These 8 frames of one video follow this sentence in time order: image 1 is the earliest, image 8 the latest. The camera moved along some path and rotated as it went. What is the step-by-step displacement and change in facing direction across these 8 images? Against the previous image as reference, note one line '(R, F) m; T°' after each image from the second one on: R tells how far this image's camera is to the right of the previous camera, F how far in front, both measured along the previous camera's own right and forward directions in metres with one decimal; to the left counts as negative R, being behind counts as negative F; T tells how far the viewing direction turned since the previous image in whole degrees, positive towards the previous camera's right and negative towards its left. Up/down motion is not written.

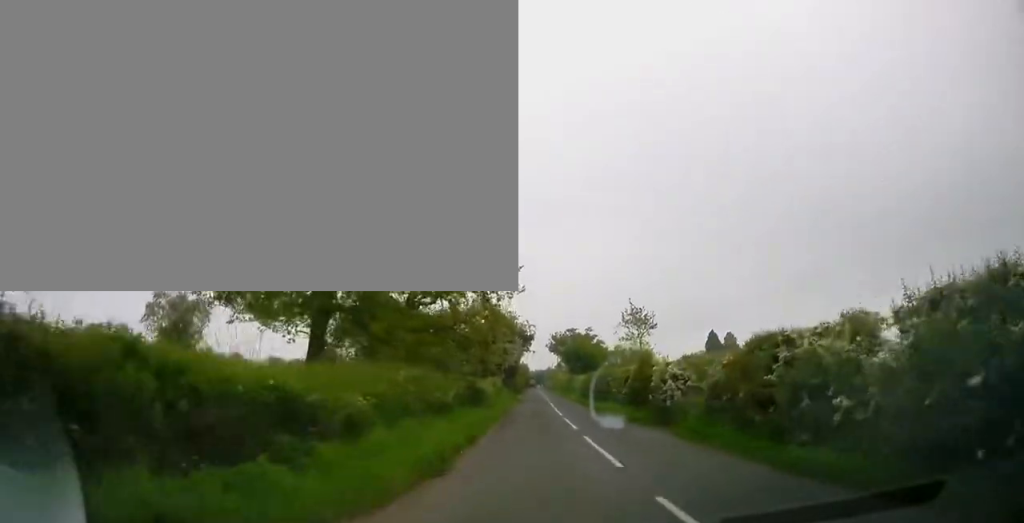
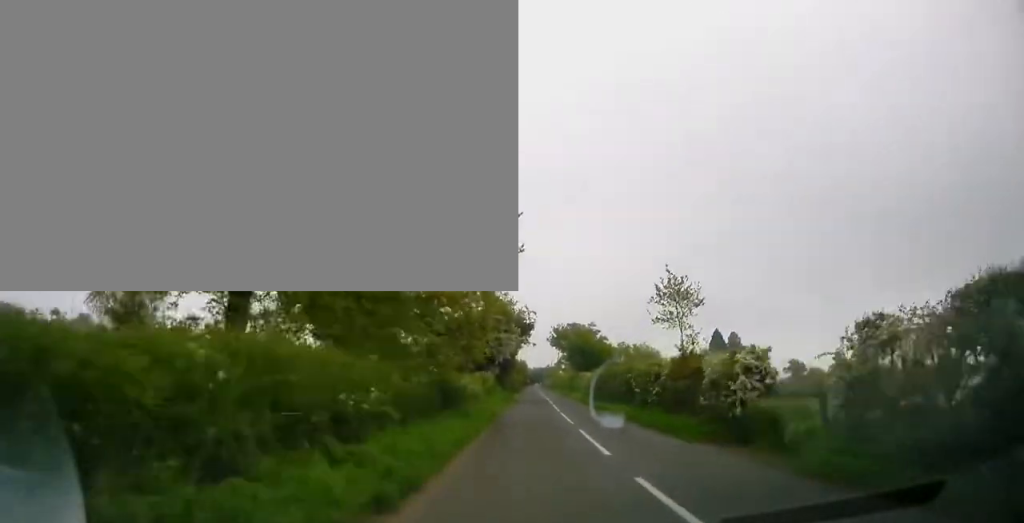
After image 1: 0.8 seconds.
(+0.2, +7.7) m; +1°
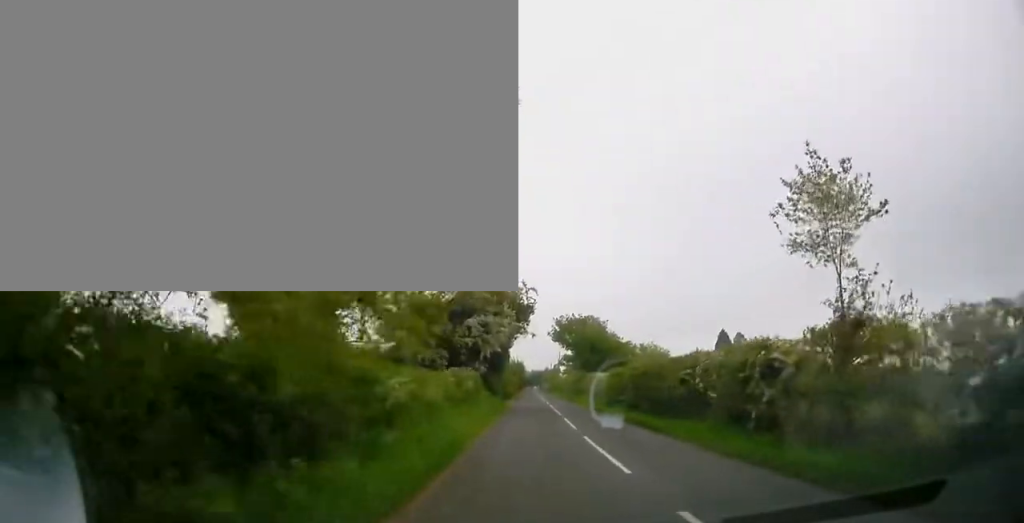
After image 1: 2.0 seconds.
(-0.2, +11.1) m; -2°
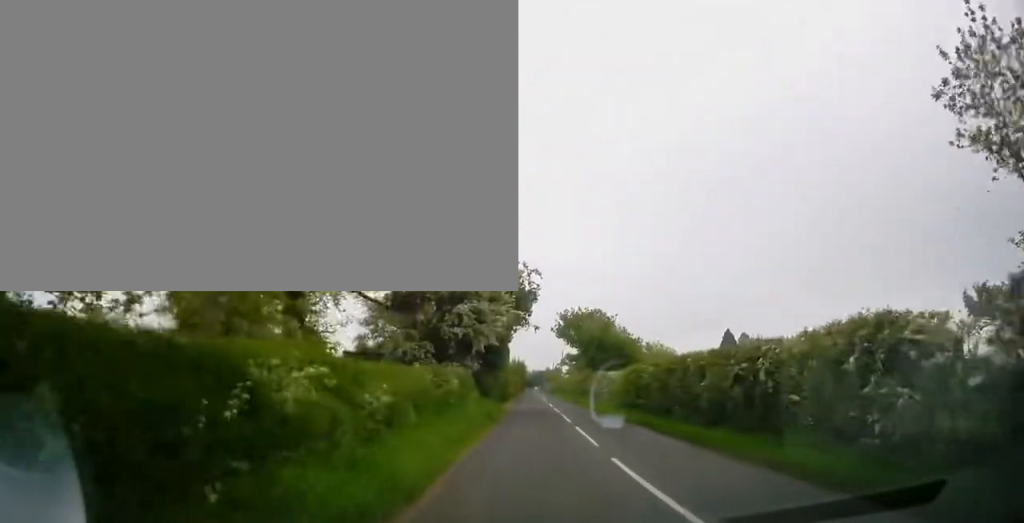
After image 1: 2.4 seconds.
(-0.2, +4.8) m; -1°
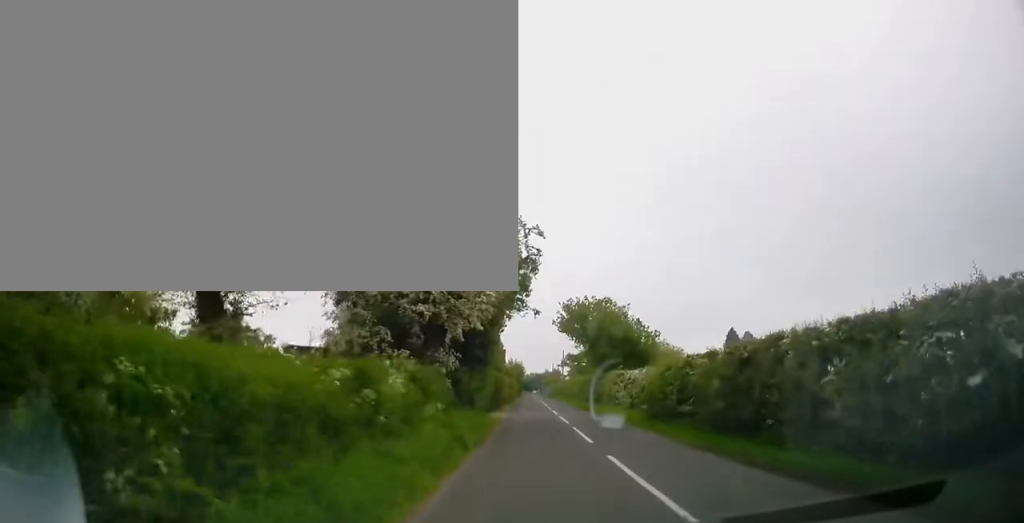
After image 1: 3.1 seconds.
(+0.1, +7.5) m; +2°
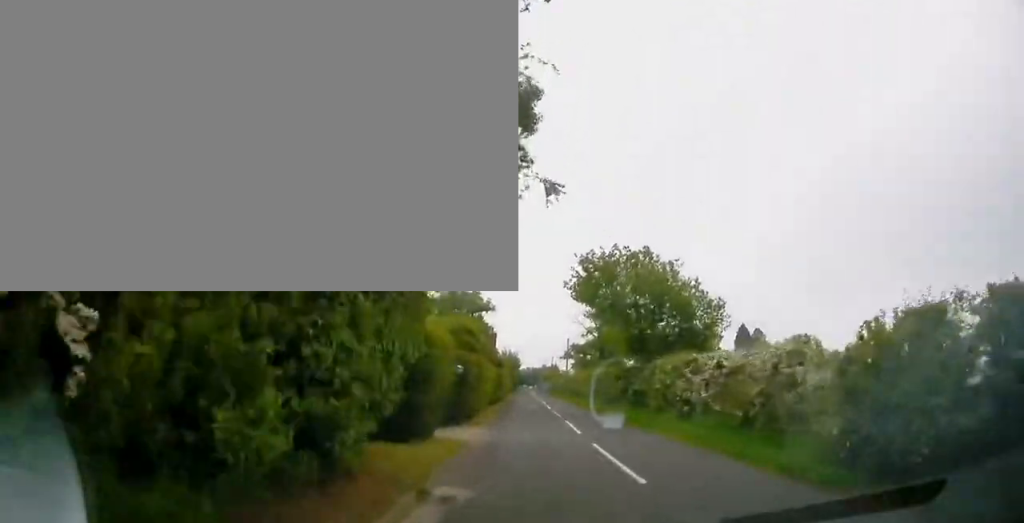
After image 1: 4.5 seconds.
(+0.7, +14.7) m; +1°
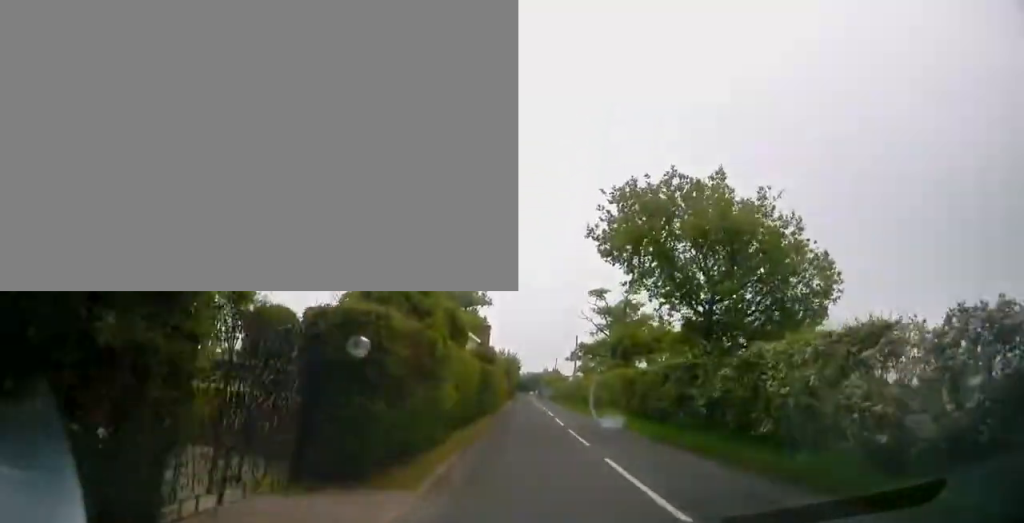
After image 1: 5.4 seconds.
(-0.4, +10.4) m; -1°
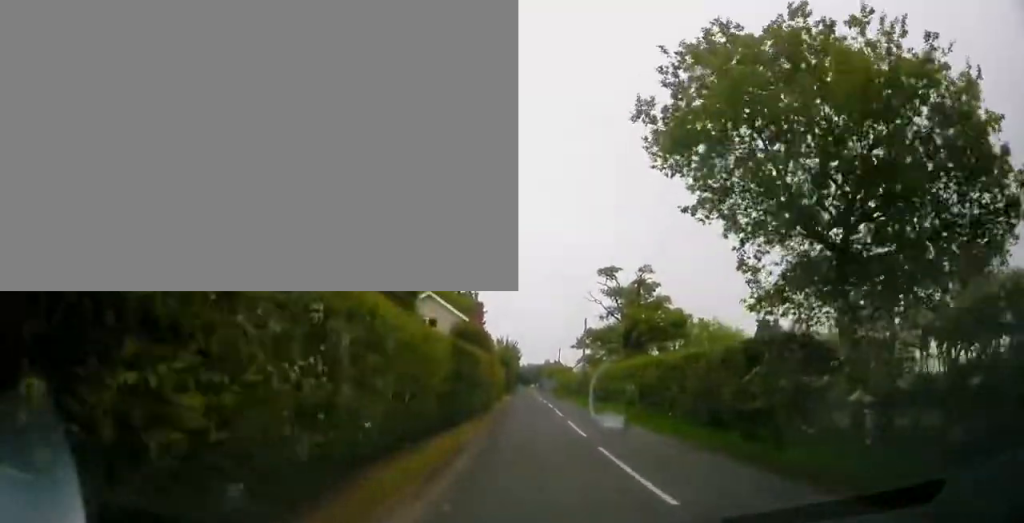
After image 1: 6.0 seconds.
(0.0, +8.0) m; 0°
